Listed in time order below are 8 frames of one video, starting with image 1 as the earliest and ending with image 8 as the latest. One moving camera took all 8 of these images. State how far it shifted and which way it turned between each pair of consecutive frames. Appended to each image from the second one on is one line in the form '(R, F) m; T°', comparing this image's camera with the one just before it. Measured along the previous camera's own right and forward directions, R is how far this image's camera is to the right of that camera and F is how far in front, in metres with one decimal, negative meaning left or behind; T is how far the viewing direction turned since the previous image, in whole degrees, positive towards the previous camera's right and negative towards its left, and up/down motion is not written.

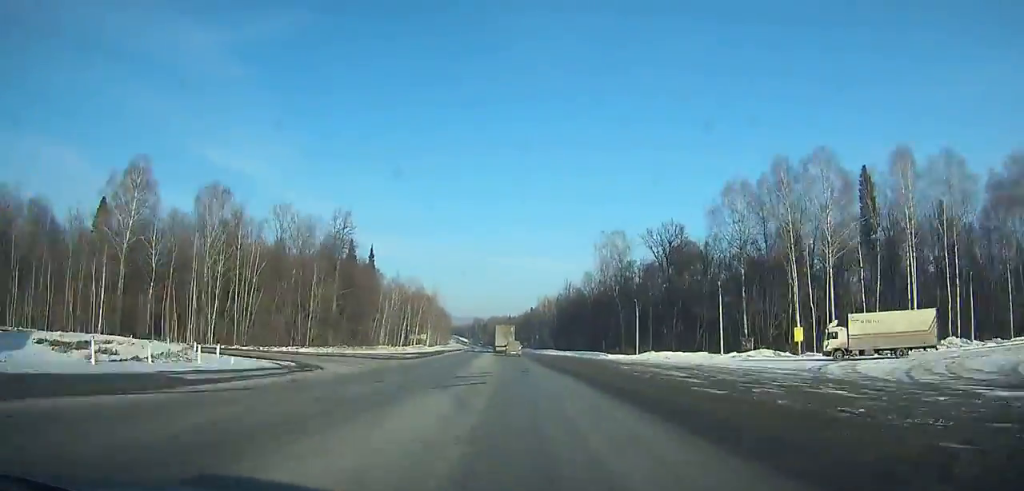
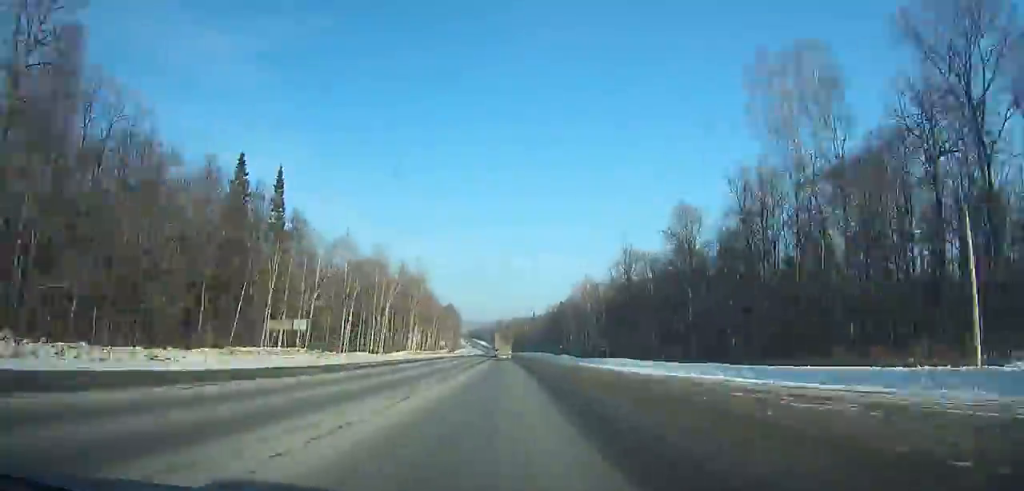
(-1.2, +66.6) m; -2°
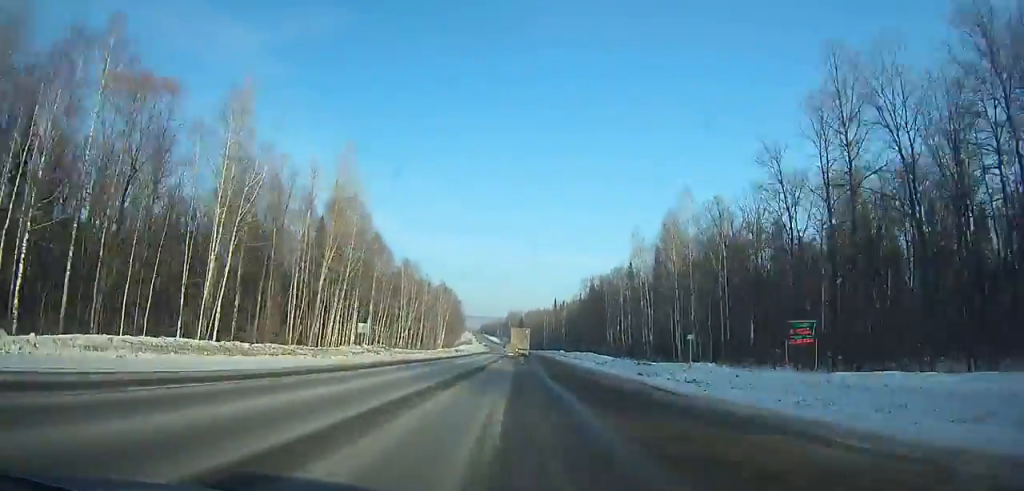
(-1.1, +67.5) m; -1°
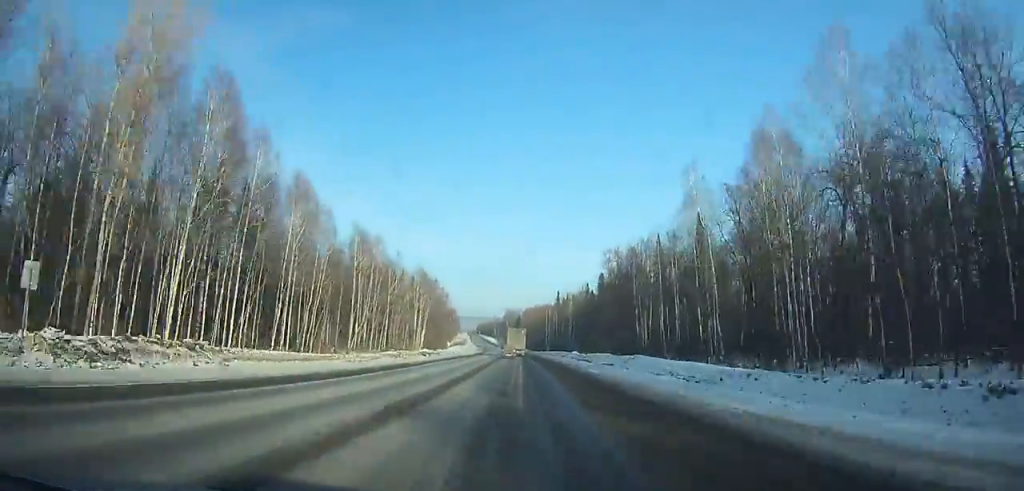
(-0.2, +34.0) m; 0°
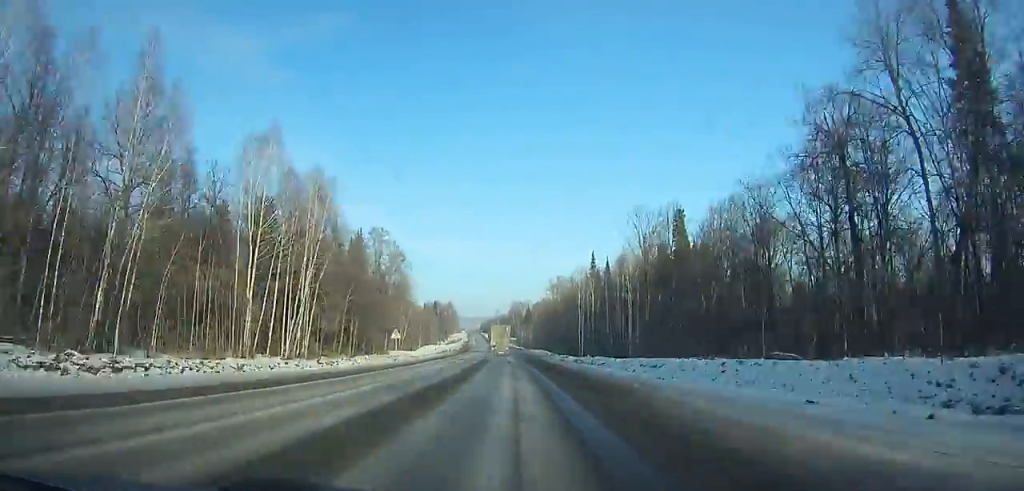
(-0.8, +86.5) m; -2°
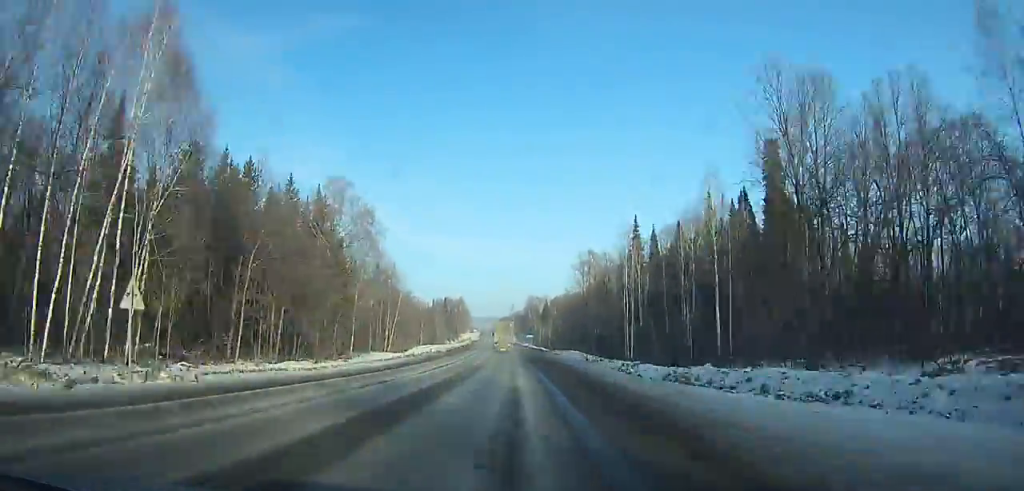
(+0.1, +34.2) m; -1°
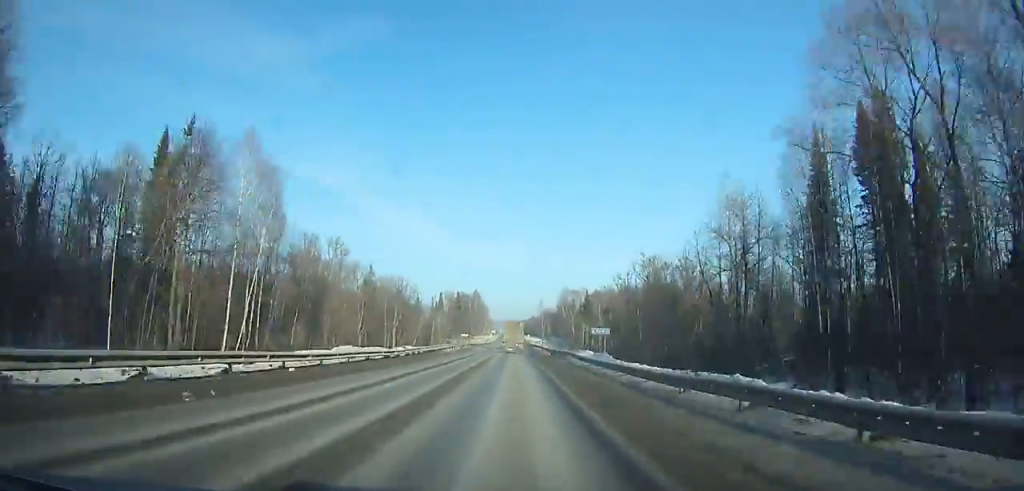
(-2.0, +82.0) m; -2°
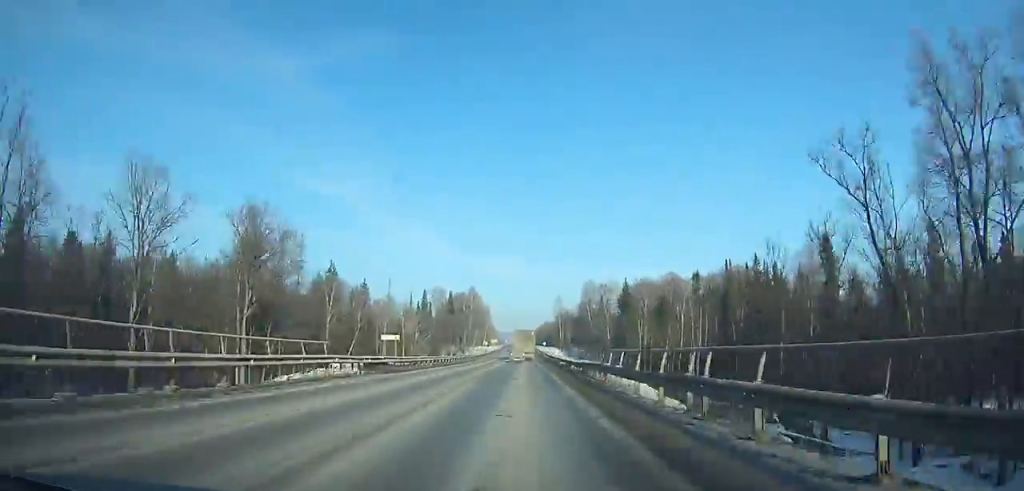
(-0.6, +75.1) m; 0°
